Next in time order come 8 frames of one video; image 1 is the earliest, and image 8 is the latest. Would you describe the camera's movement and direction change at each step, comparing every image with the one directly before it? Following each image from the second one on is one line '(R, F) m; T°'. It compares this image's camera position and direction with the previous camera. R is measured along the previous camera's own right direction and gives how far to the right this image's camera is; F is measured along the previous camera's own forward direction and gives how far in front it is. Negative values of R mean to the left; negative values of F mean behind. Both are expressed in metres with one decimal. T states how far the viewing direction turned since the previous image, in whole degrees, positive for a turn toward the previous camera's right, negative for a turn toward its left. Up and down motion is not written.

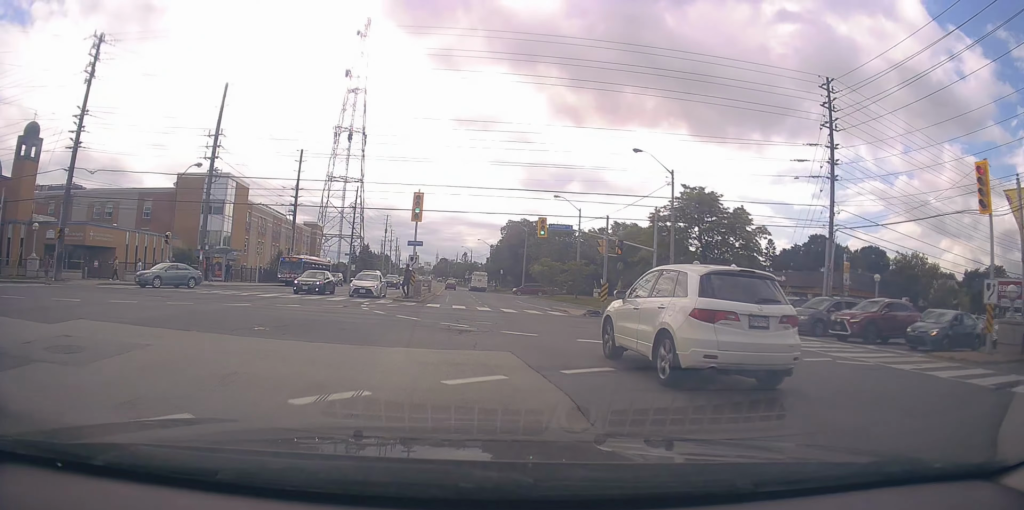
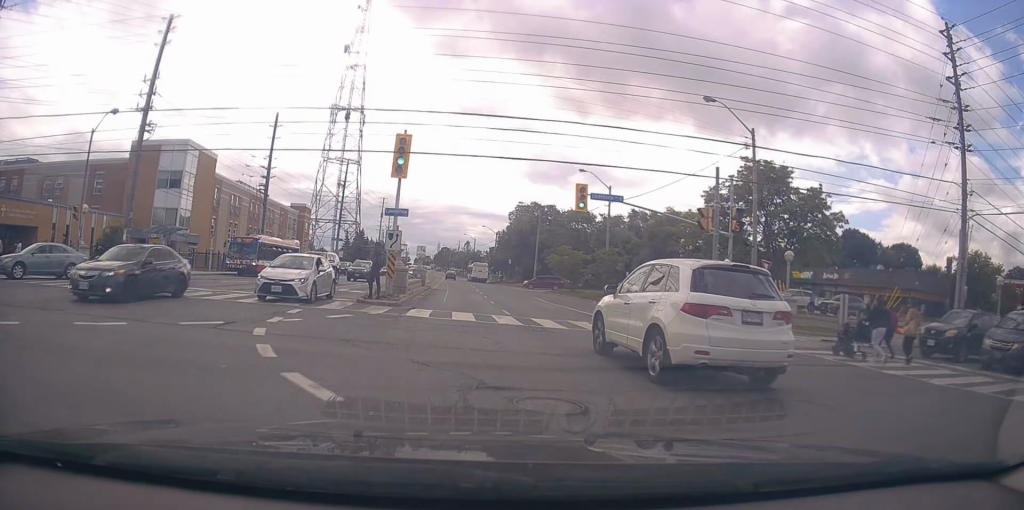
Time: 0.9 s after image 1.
(-0.1, +11.7) m; +1°
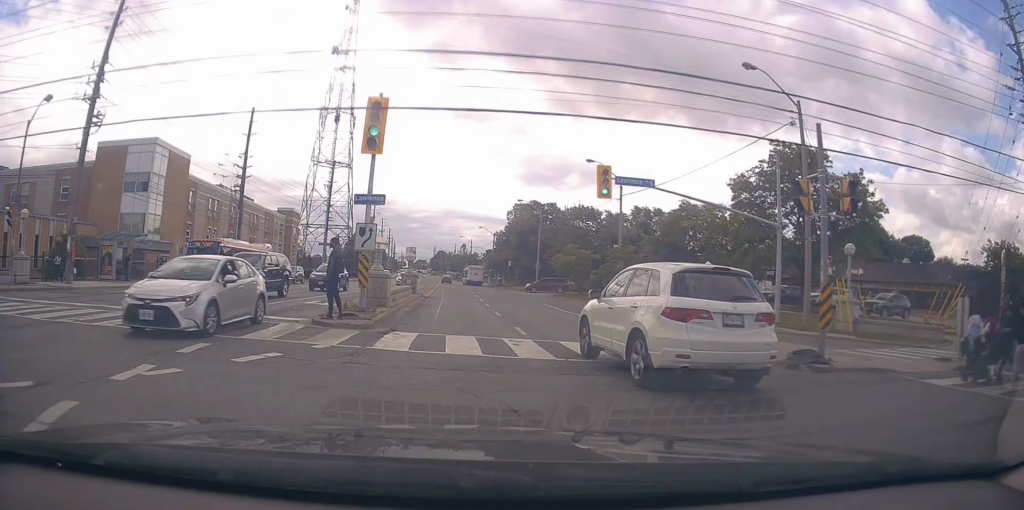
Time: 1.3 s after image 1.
(+0.4, +5.5) m; +1°
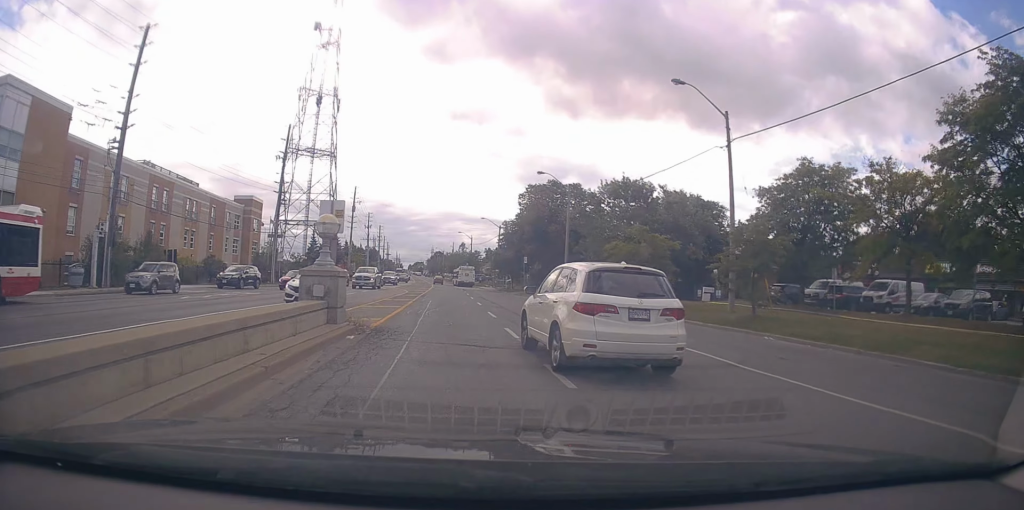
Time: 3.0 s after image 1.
(-0.2, +20.2) m; -2°
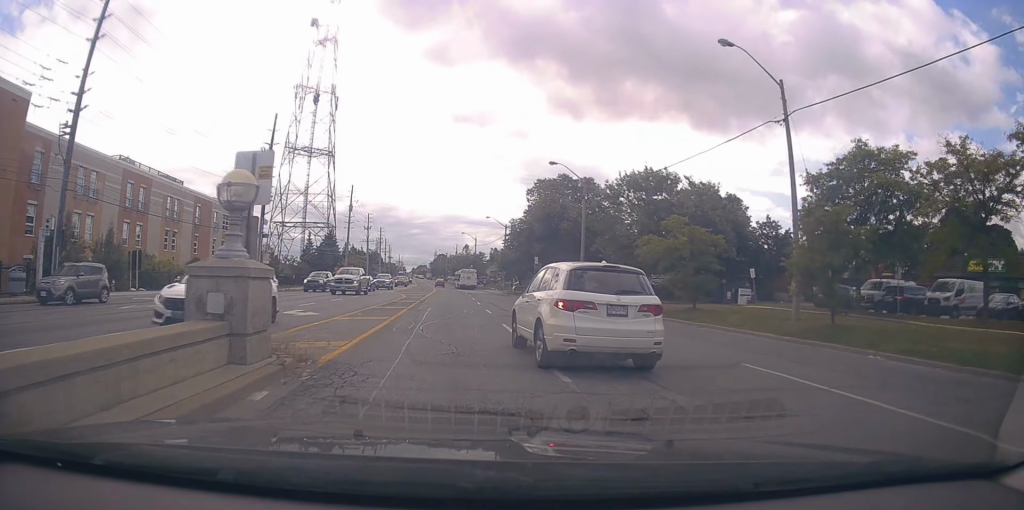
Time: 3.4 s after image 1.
(+0.1, +5.3) m; -1°
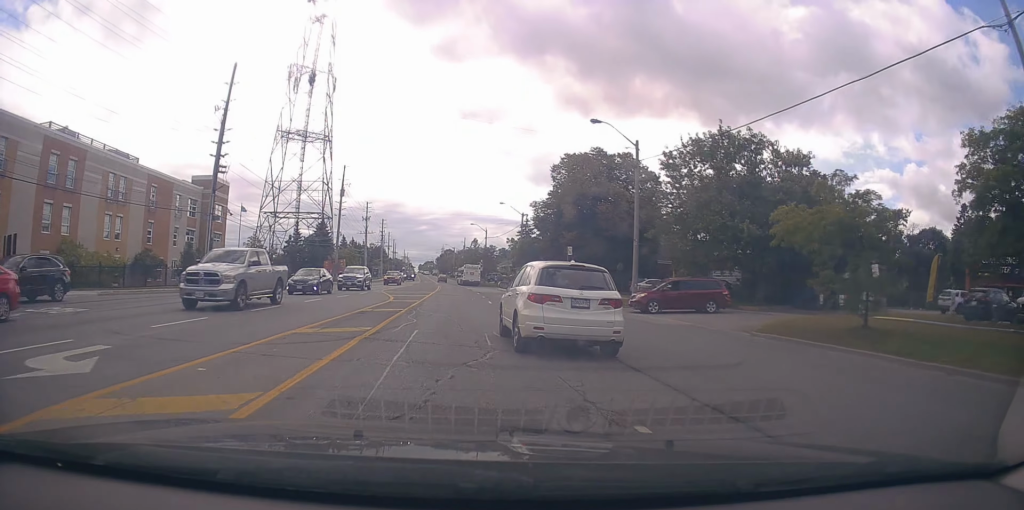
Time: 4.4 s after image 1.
(-0.3, +12.4) m; 0°
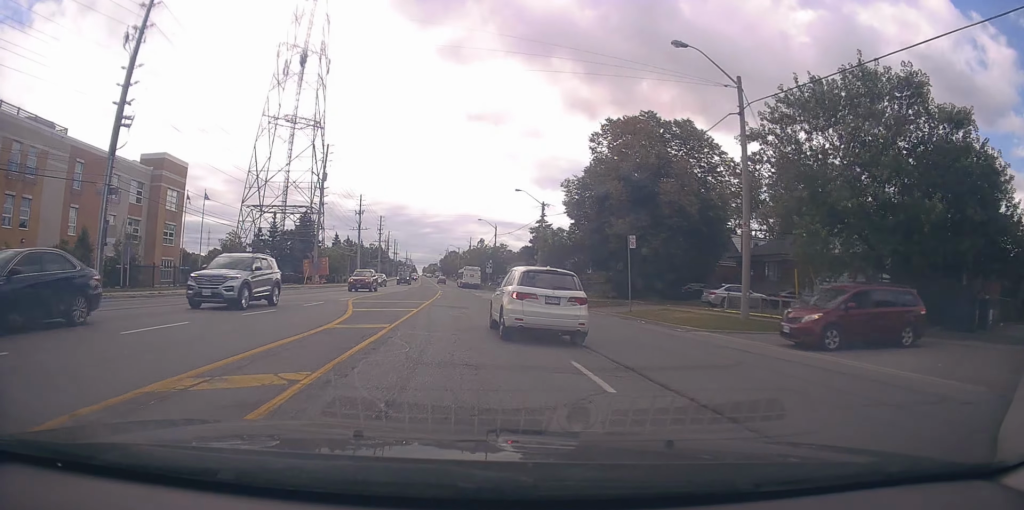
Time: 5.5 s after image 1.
(+0.3, +13.7) m; +1°
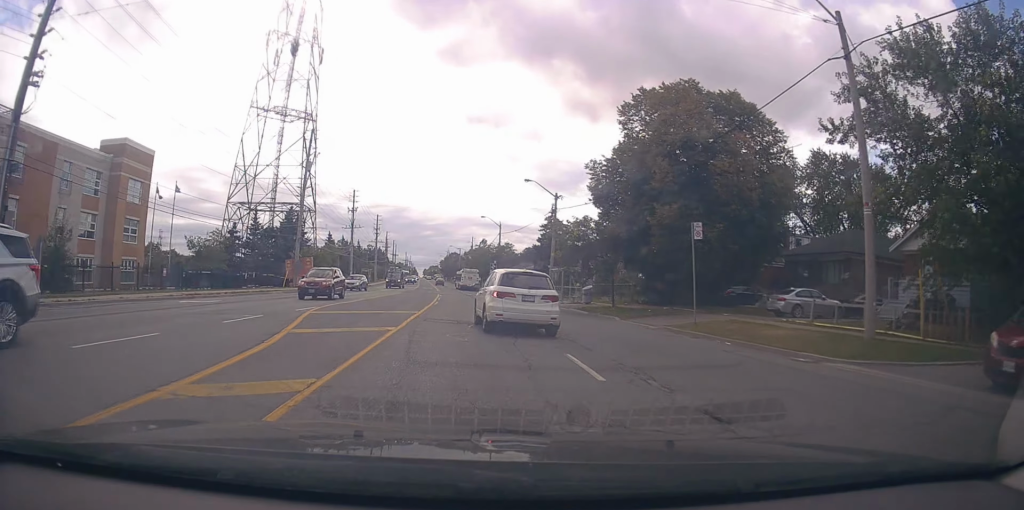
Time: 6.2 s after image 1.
(-0.1, +7.8) m; -1°
